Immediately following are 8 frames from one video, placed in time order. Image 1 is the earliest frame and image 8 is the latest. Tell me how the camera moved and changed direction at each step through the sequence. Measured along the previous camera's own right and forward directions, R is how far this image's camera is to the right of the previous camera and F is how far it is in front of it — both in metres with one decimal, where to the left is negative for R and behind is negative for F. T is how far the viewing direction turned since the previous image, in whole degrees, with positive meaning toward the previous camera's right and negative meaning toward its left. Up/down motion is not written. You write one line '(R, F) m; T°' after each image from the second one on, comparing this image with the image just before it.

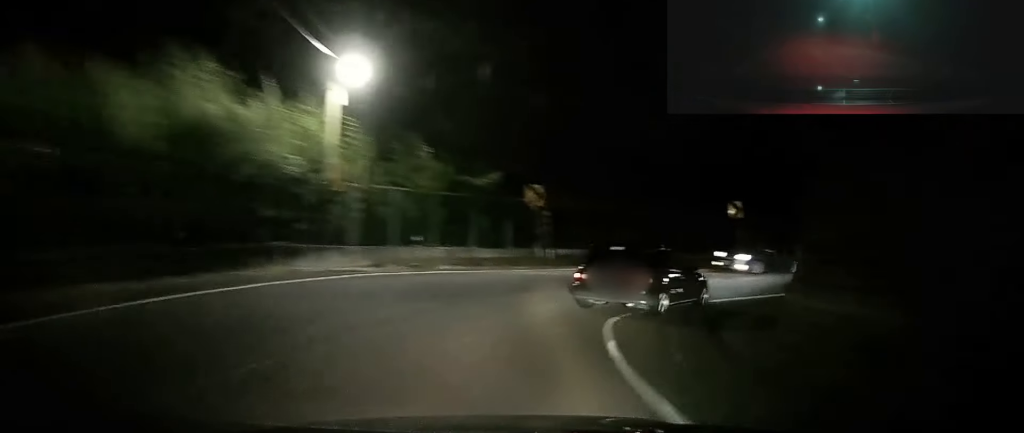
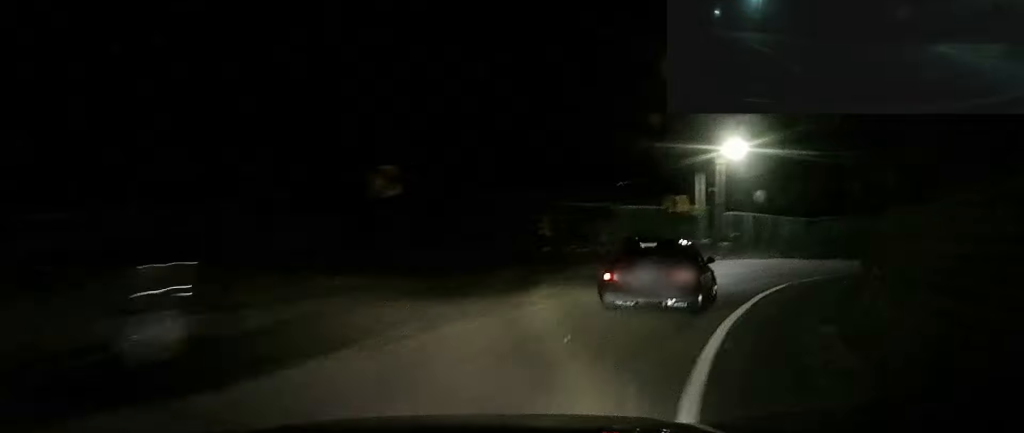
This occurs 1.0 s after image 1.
(+1.4, +15.6) m; +19°
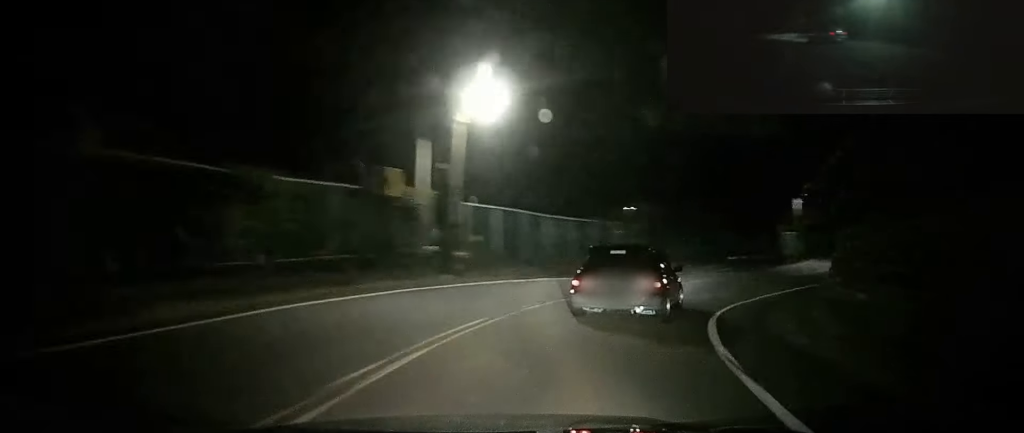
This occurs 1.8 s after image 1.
(+2.2, +11.1) m; +28°
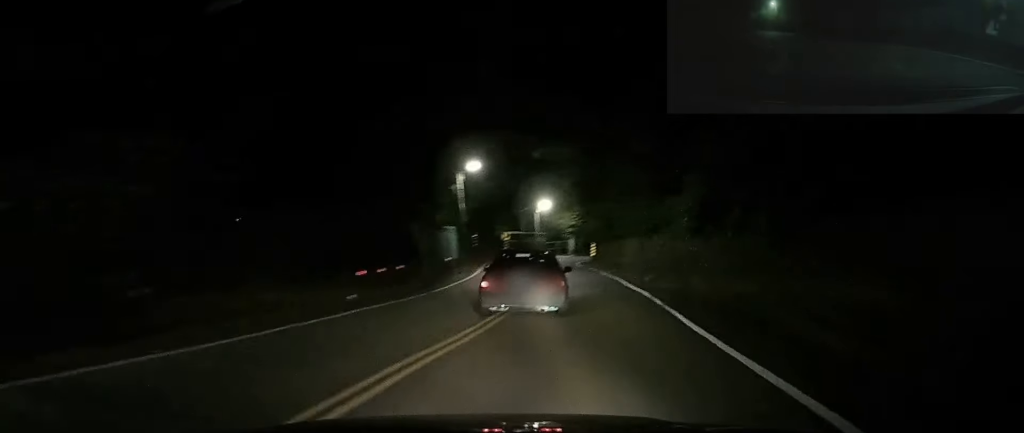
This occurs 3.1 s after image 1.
(+7.5, +16.7) m; +41°
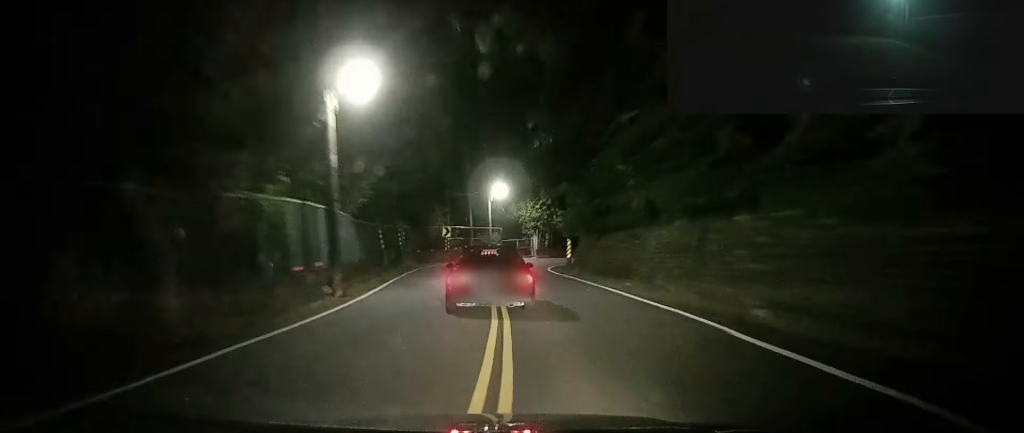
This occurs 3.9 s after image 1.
(+3.1, +15.9) m; +13°
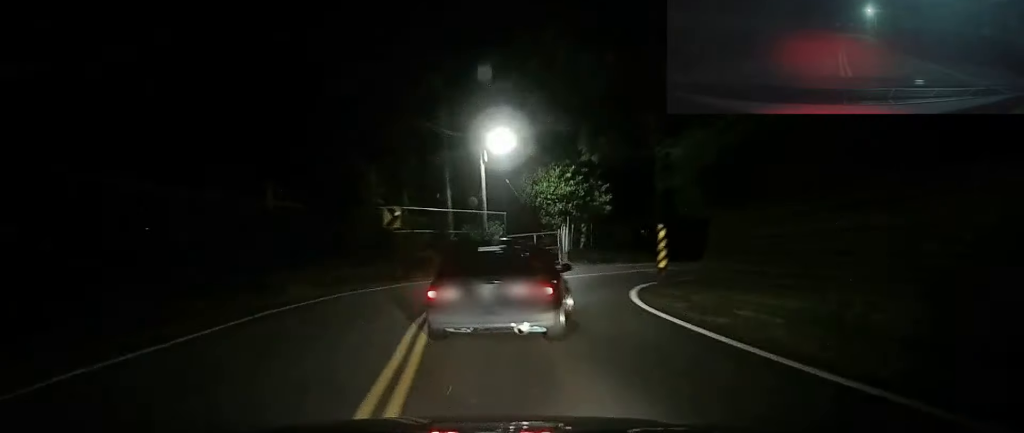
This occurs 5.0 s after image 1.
(+1.2, +22.4) m; +6°
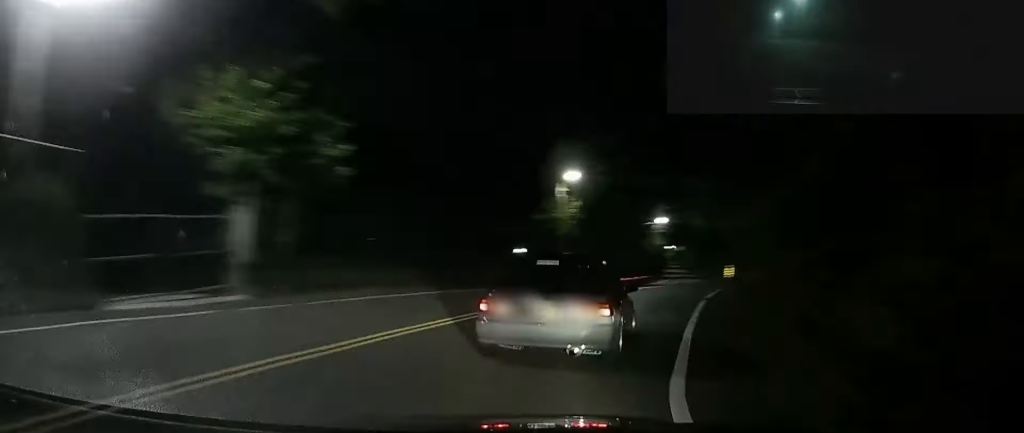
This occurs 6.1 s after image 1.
(+1.2, +20.3) m; +13°
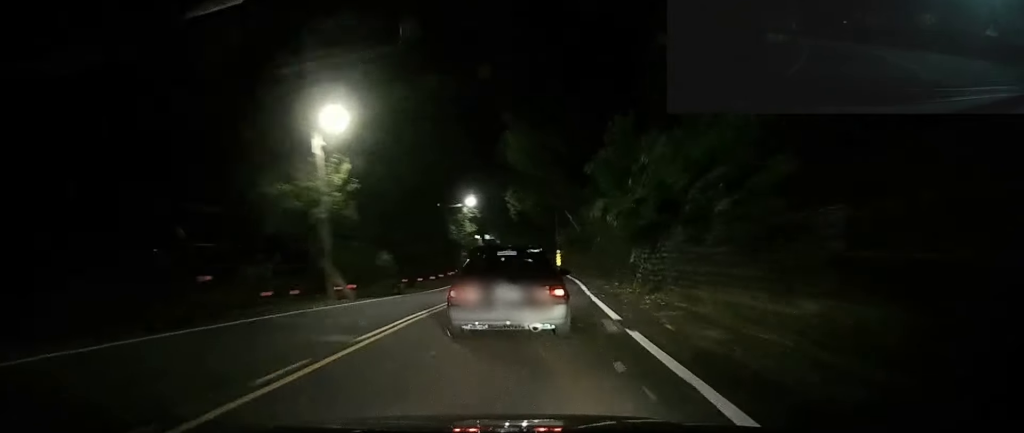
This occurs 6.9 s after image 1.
(+1.9, +14.1) m; +14°
